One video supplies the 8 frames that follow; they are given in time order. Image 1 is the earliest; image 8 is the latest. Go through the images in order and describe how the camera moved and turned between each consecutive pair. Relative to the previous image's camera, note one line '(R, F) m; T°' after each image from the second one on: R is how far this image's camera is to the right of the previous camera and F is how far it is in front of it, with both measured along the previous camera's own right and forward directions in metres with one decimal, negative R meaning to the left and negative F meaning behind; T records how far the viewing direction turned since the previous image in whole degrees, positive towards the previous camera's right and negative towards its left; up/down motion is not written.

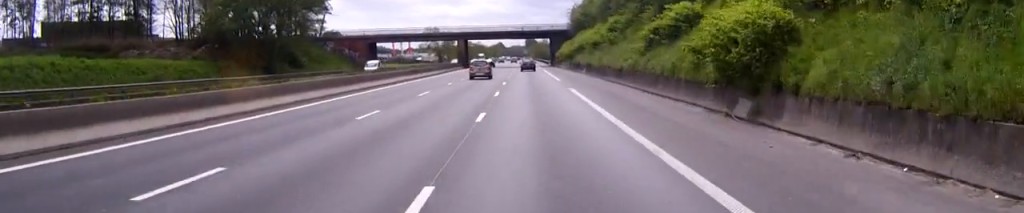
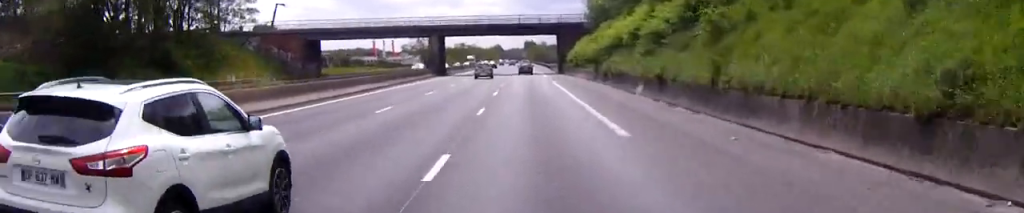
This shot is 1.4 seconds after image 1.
(+0.1, +35.1) m; 0°
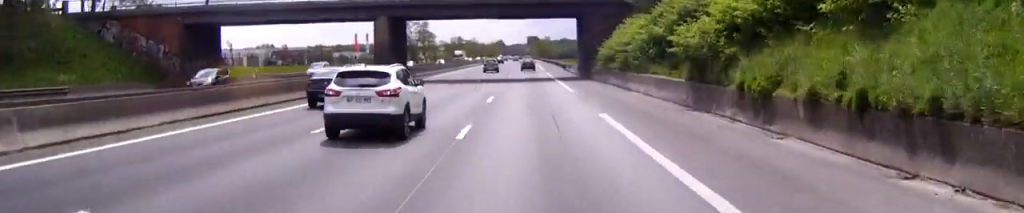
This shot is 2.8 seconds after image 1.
(0.0, +33.5) m; 0°
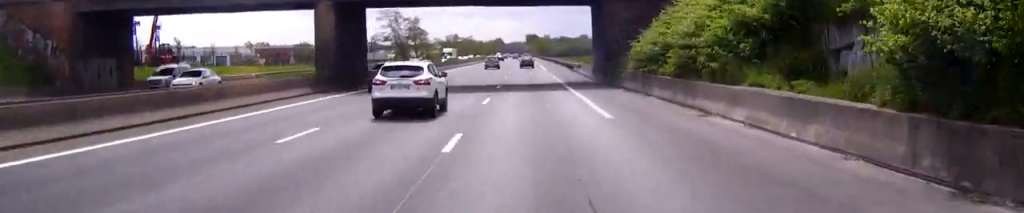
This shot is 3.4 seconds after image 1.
(-0.1, +15.5) m; 0°
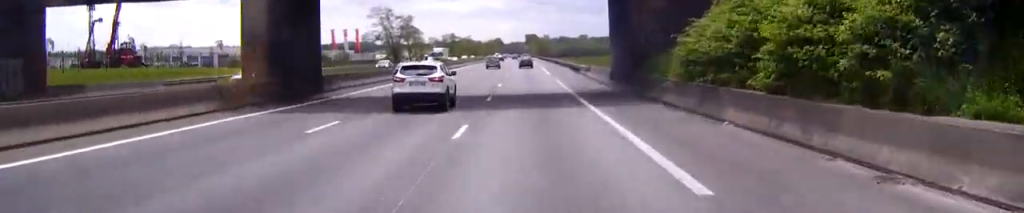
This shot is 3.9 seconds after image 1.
(0.0, +10.5) m; 0°
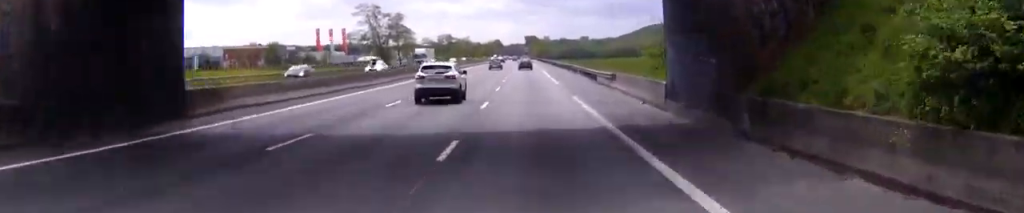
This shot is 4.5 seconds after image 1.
(0.0, +15.4) m; 0°
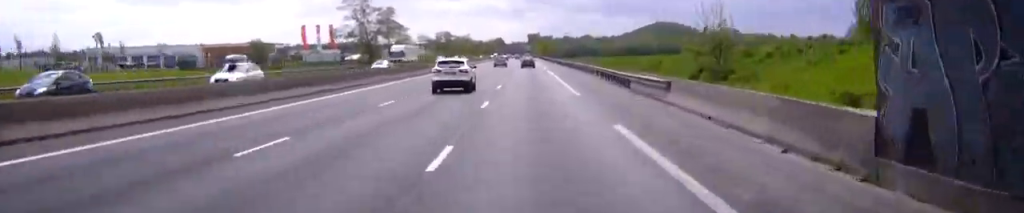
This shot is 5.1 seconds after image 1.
(0.0, +14.7) m; 0°
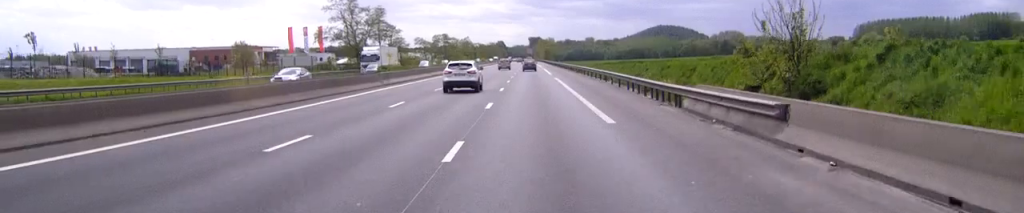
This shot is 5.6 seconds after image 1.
(0.0, +11.4) m; 0°
